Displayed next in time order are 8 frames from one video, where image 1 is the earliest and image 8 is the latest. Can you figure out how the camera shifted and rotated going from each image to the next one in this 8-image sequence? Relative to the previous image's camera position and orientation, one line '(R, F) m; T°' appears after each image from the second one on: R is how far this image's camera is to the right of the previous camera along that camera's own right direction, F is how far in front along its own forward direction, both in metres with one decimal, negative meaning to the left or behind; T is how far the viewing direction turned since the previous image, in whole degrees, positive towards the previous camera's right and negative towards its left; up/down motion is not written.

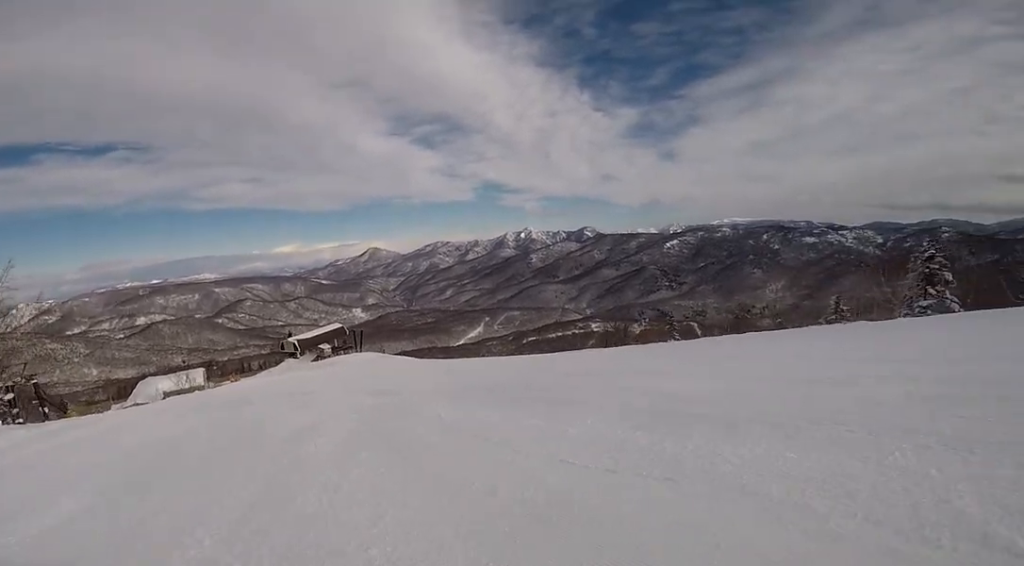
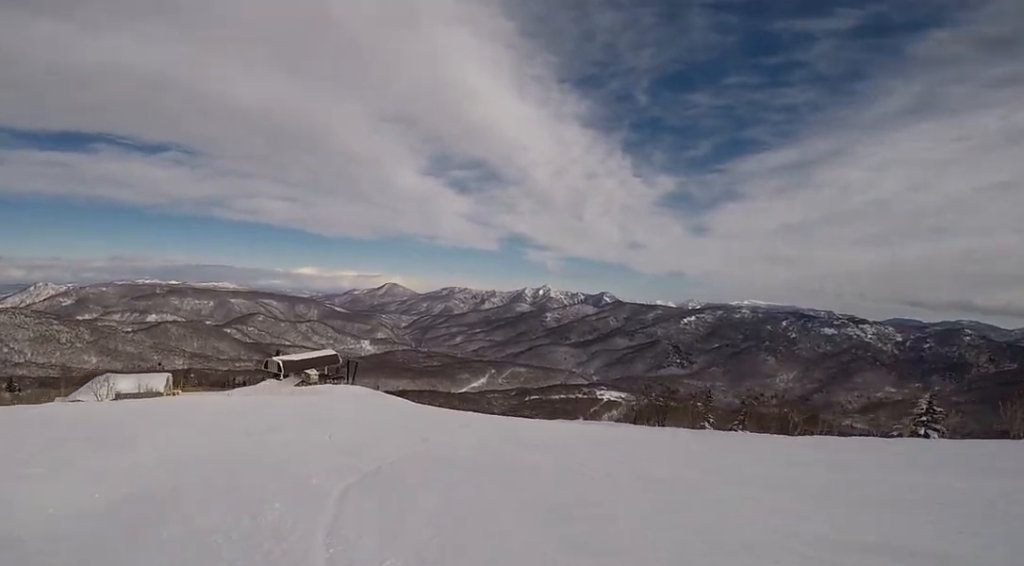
(+0.6, +11.4) m; -17°
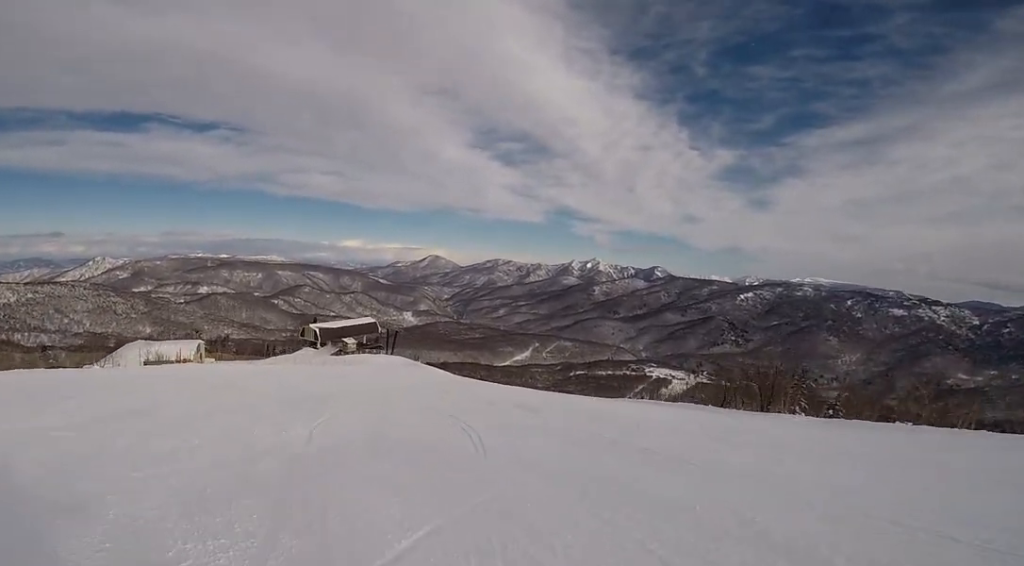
(-1.2, +7.3) m; -9°
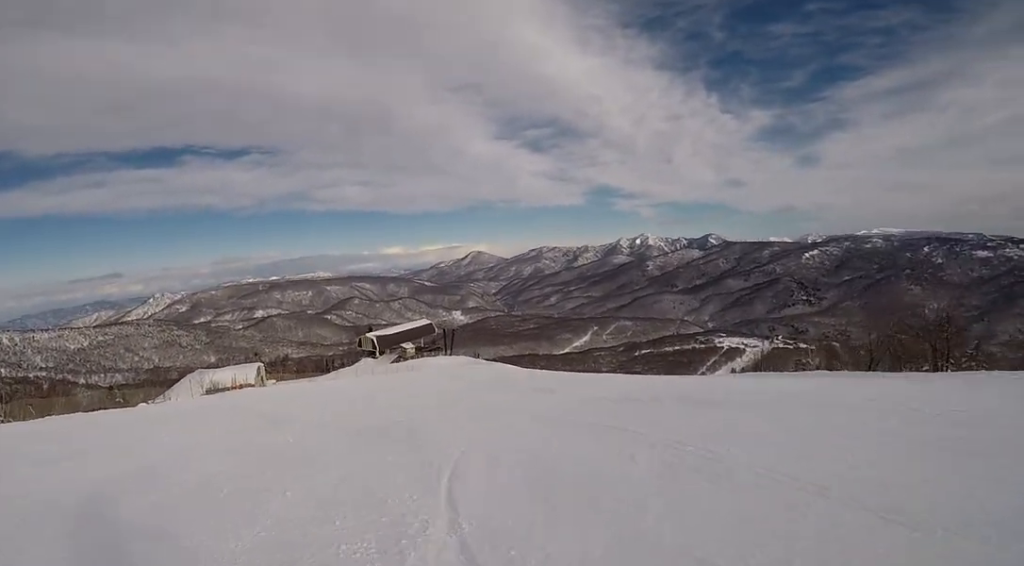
(0.0, +5.9) m; 0°
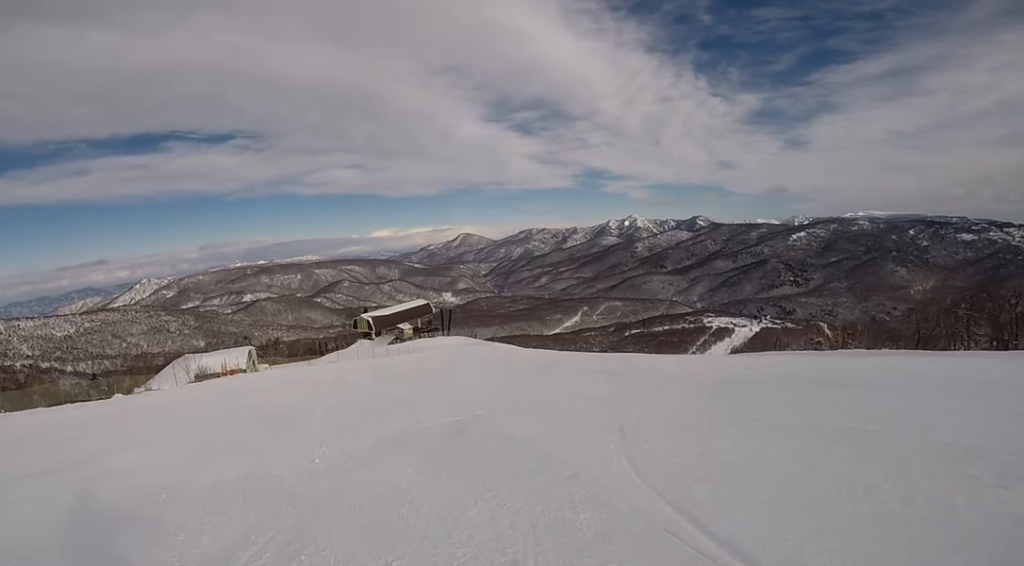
(0.0, +4.1) m; +5°
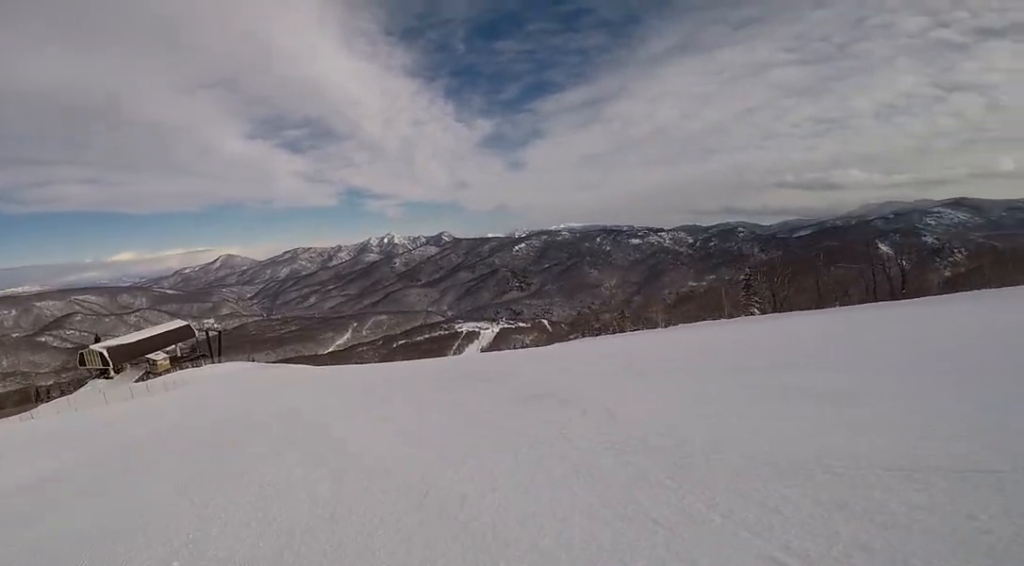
(+3.9, +12.5) m; +42°
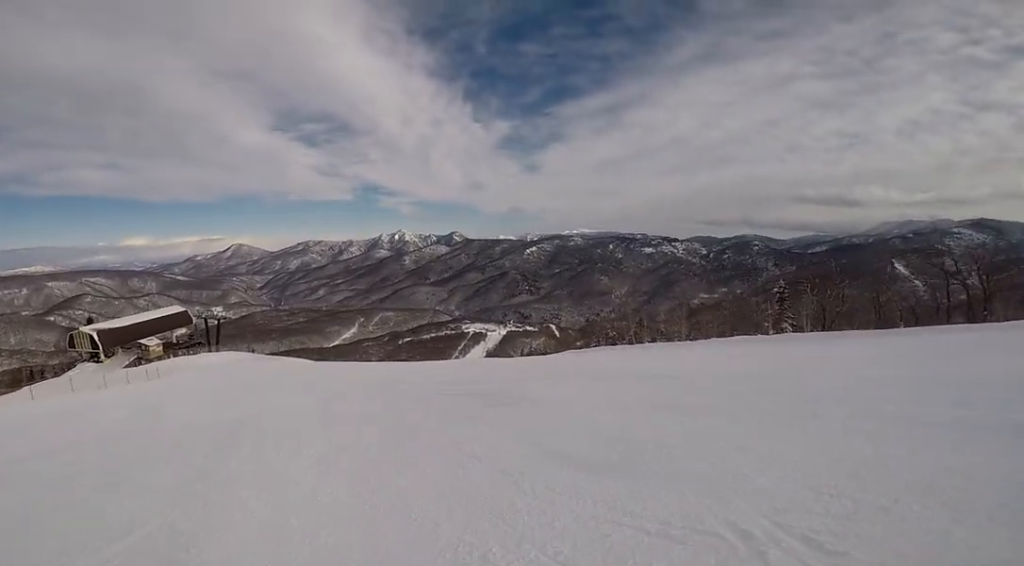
(+0.6, +3.8) m; +3°
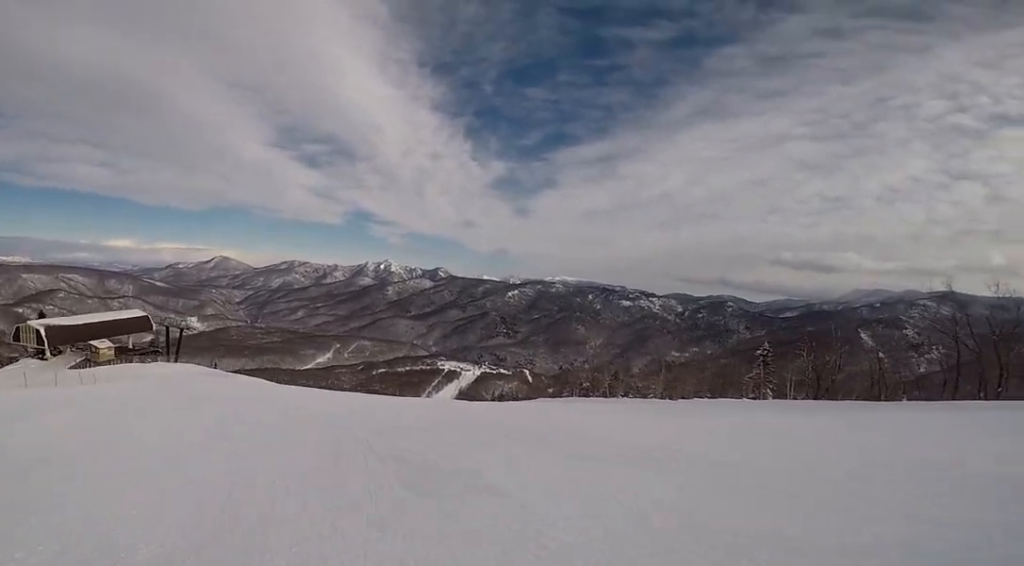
(+0.3, +3.4) m; -1°
